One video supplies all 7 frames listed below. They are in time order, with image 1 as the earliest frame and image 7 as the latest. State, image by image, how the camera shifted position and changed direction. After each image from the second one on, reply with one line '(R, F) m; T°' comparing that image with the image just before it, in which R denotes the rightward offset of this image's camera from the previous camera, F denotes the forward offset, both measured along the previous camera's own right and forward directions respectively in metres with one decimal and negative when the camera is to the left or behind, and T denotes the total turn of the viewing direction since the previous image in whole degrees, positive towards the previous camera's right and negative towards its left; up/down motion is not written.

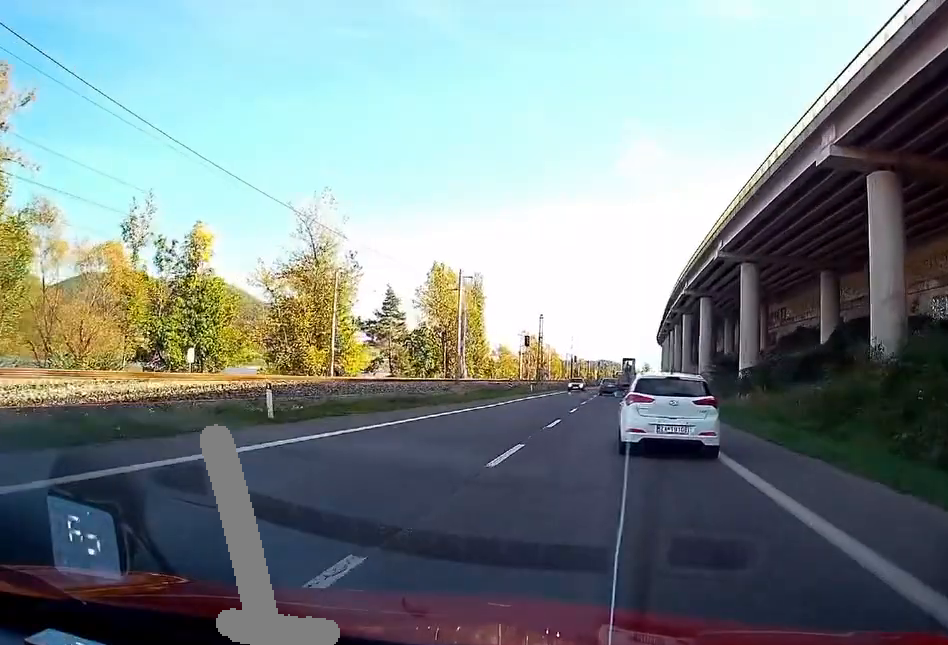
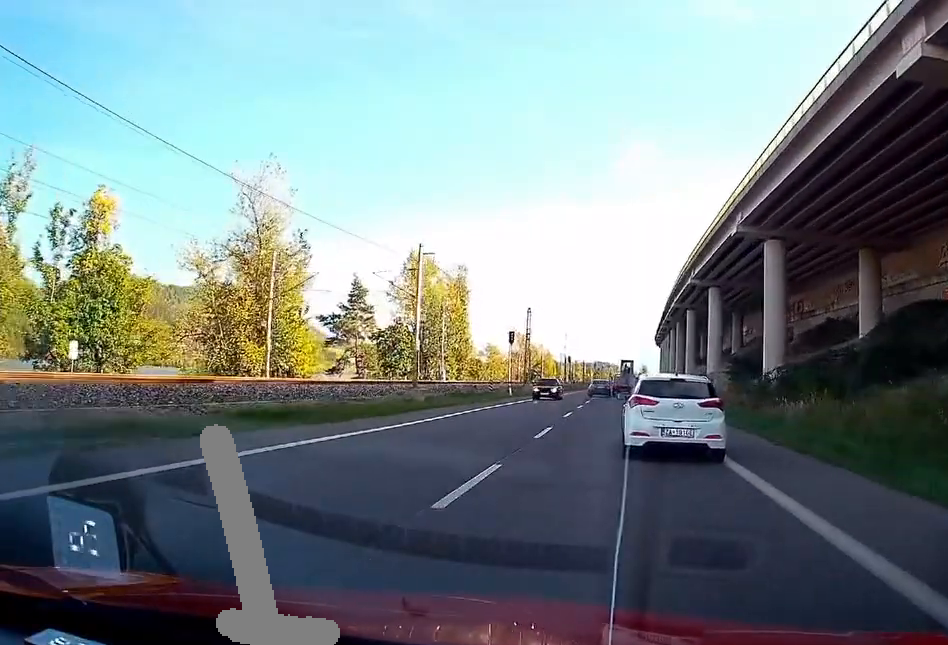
(0.0, +12.1) m; -1°
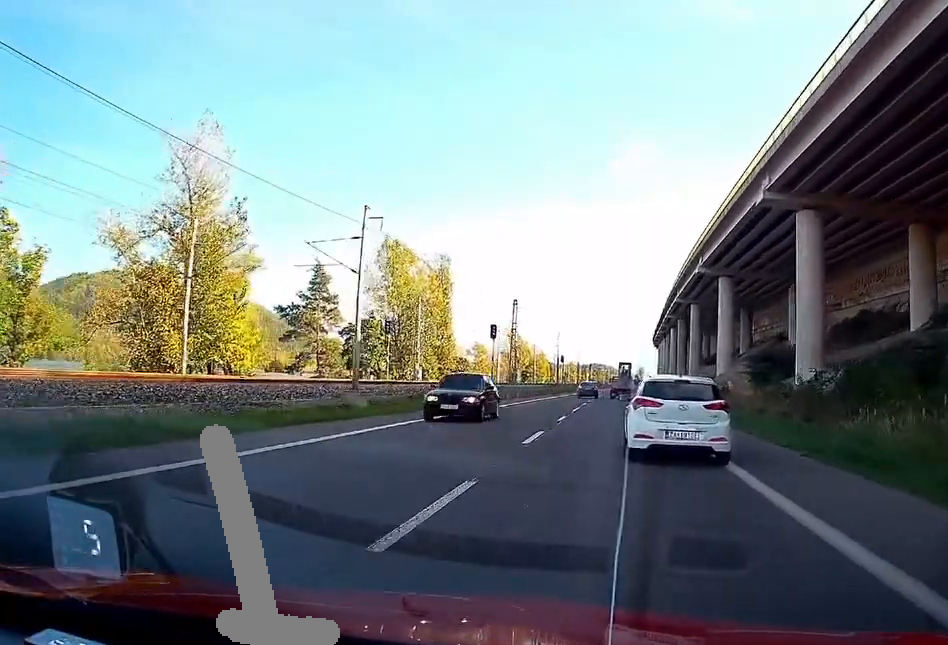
(-0.1, +10.8) m; 0°
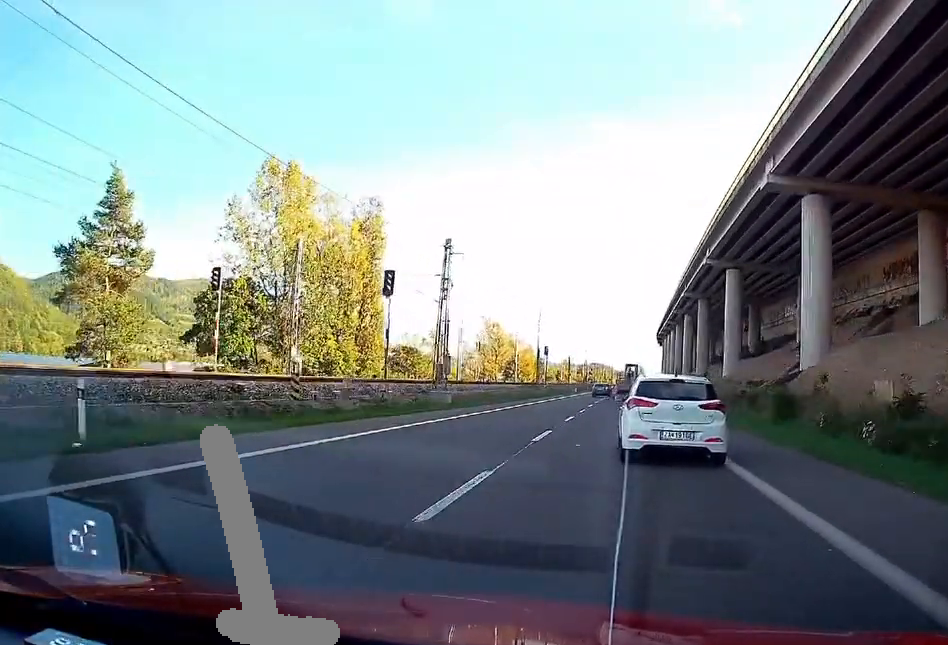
(+1.0, +35.2) m; +3°
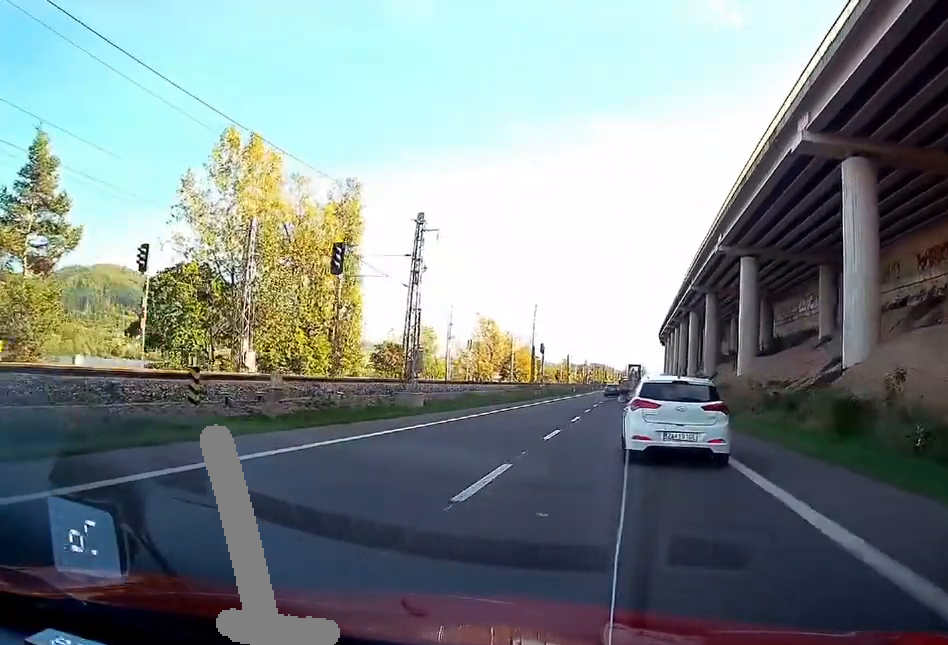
(+0.3, +7.9) m; 0°
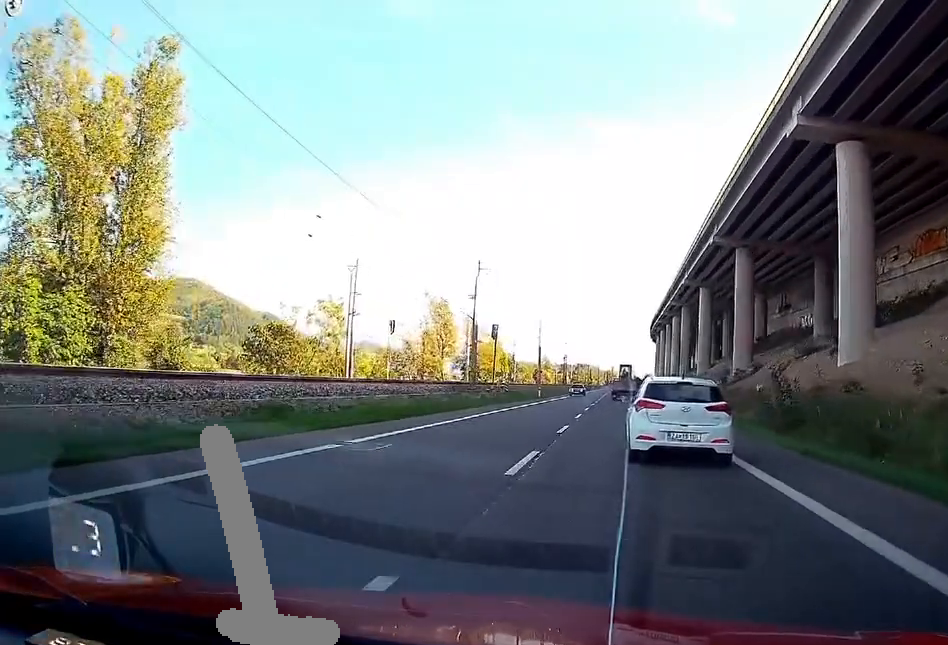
(-3.4, +32.3) m; -4°
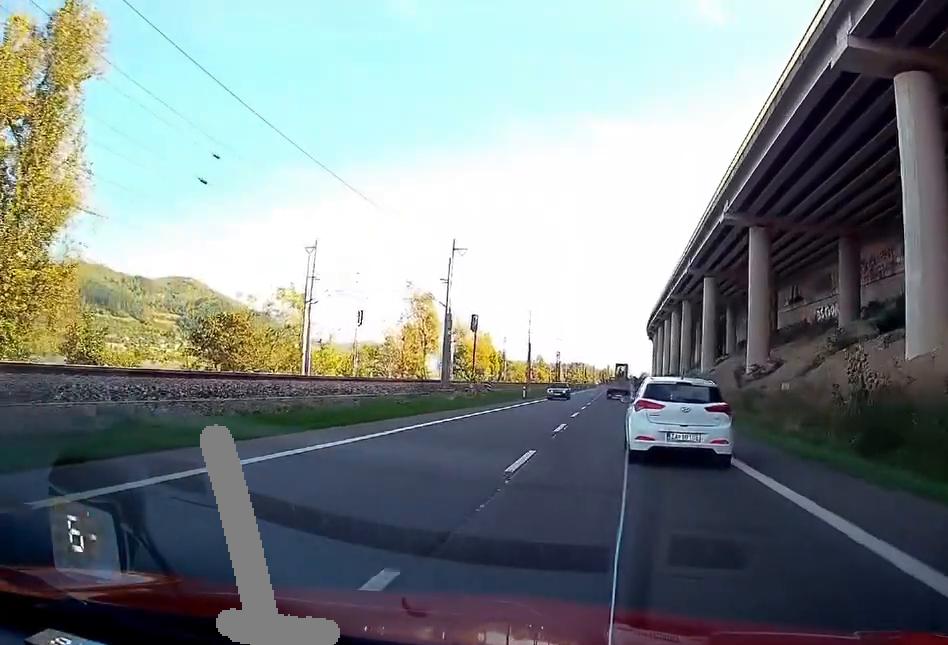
(+0.6, +8.4) m; 0°
